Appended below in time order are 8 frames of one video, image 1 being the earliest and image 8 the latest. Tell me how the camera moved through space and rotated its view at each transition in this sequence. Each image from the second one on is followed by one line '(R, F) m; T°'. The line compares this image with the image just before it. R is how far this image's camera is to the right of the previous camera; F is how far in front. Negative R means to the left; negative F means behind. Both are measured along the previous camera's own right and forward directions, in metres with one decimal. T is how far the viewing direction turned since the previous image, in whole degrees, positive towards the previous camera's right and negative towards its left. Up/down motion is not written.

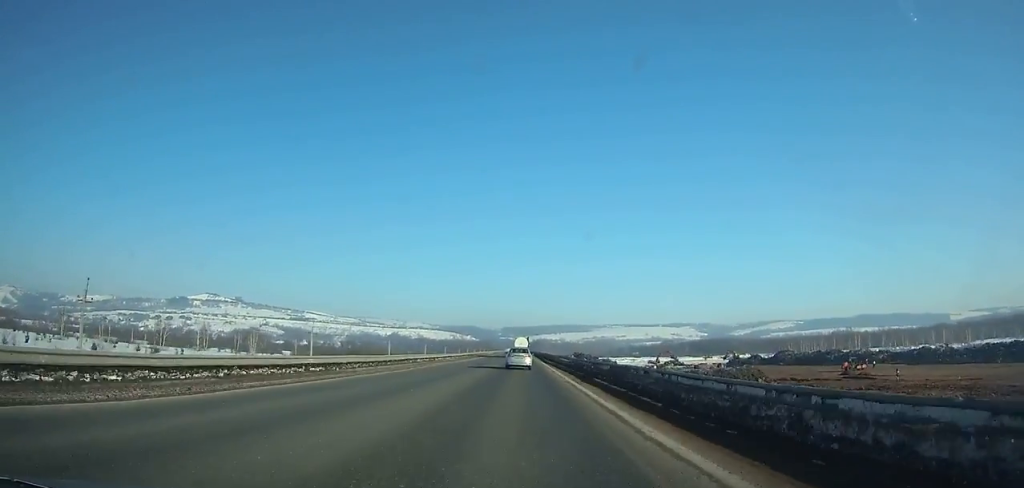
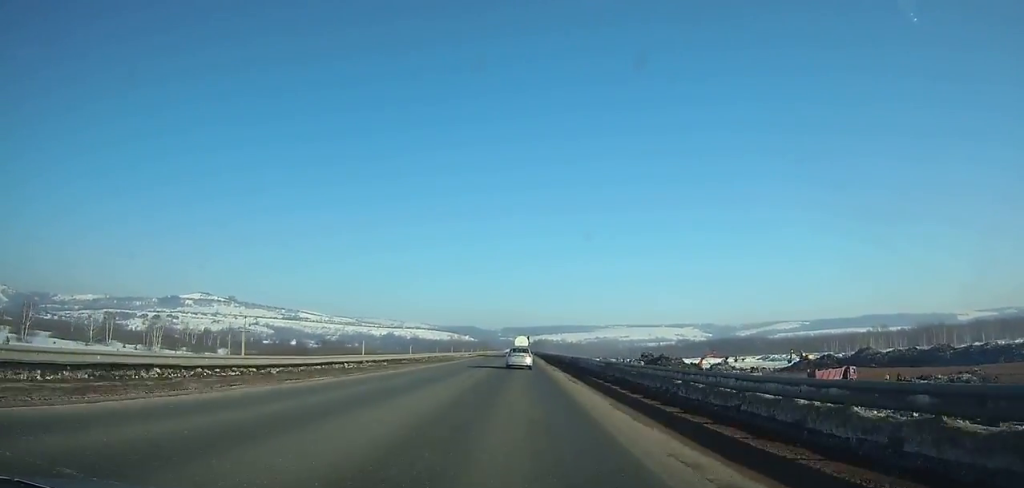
(-0.1, +64.2) m; 0°
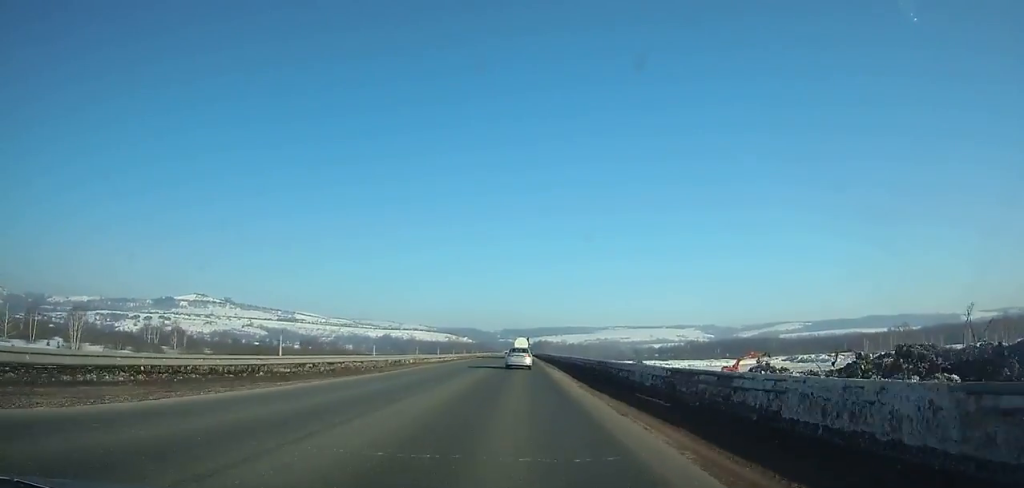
(-0.1, +34.3) m; 0°
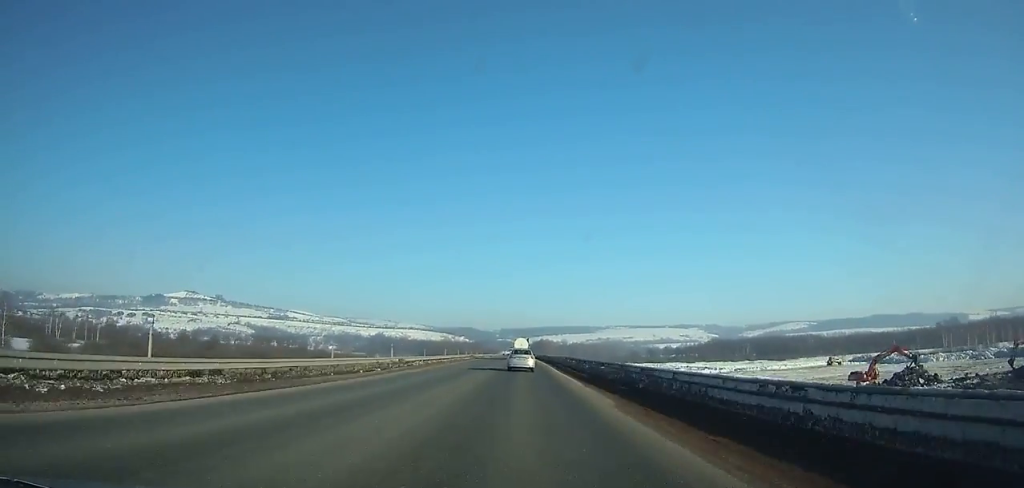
(+0.1, +65.8) m; 0°
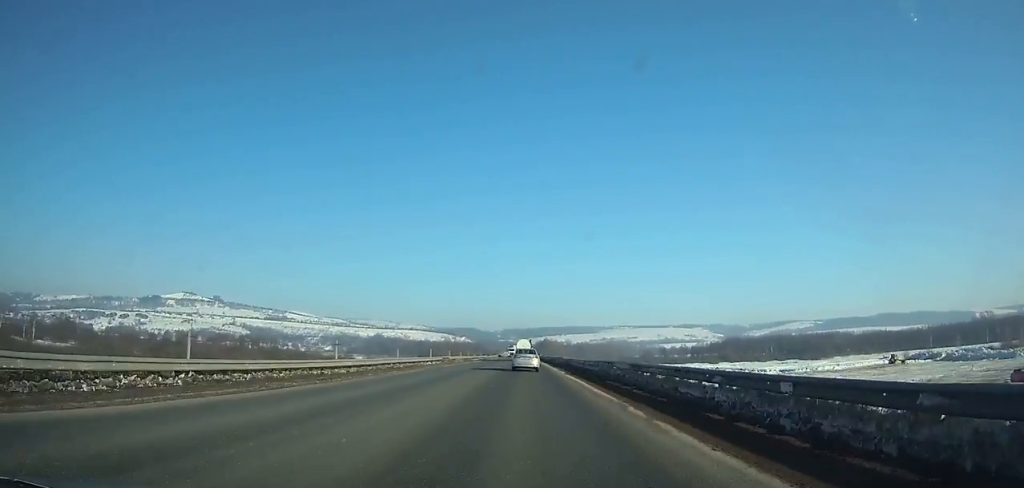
(+0.1, +38.0) m; 0°
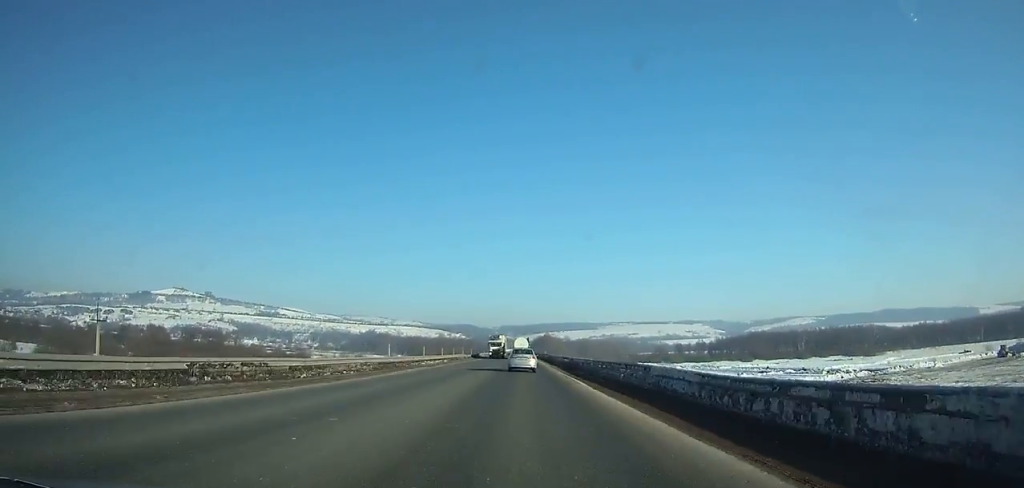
(+0.1, +48.9) m; 0°
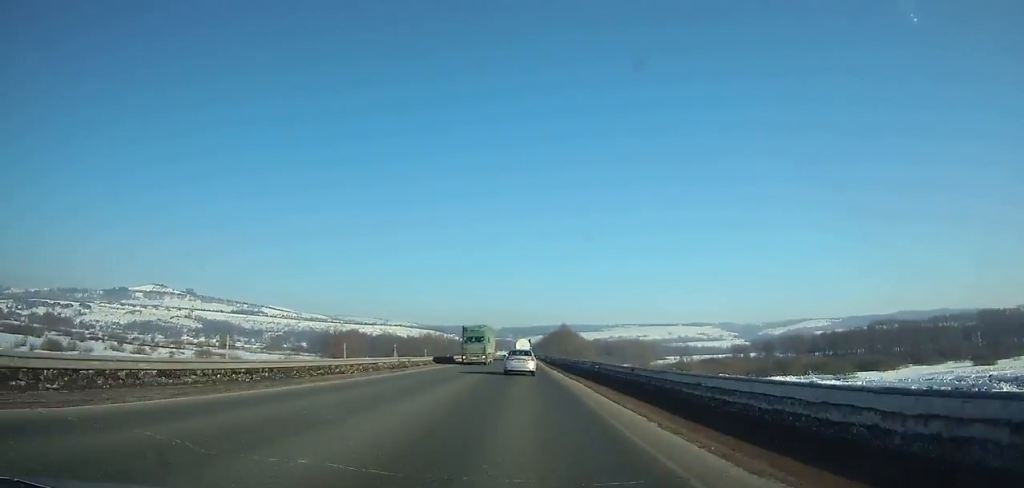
(+0.2, +144.9) m; 0°
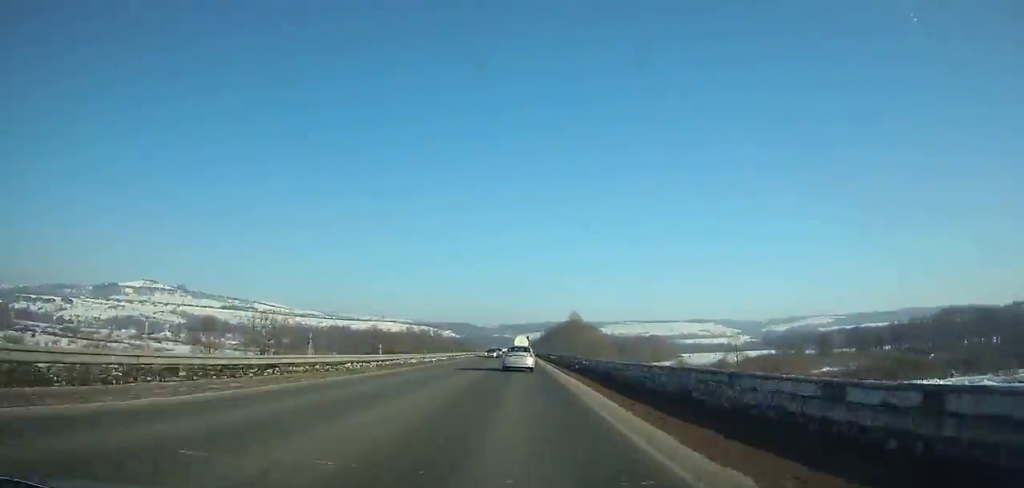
(0.0, +50.8) m; 0°
